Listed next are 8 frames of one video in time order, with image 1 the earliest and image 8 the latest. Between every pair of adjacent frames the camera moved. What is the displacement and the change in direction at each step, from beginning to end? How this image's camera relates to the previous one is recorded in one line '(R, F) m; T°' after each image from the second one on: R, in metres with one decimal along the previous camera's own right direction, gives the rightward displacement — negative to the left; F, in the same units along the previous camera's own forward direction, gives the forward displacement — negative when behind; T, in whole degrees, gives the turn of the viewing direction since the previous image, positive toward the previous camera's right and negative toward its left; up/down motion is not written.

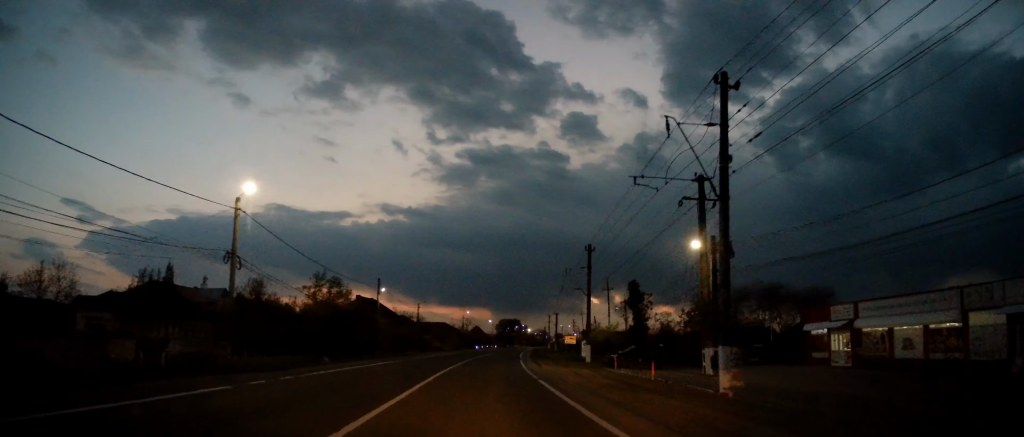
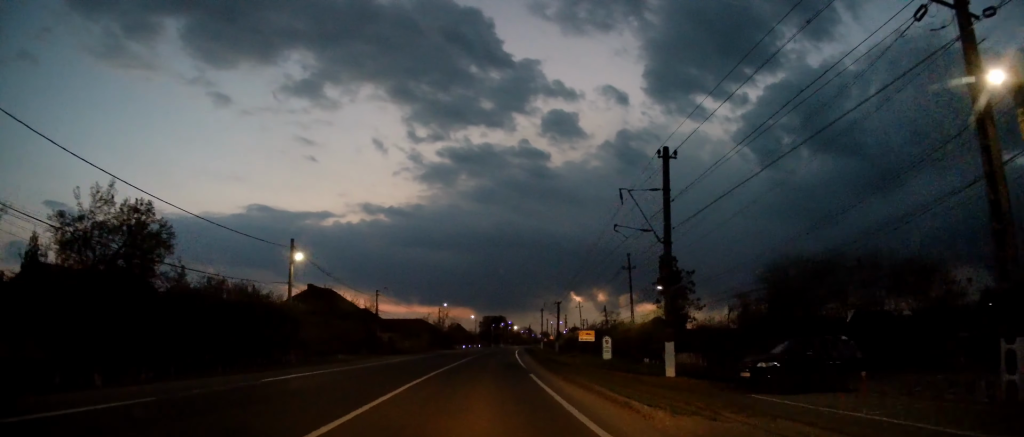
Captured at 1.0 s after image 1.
(-0.5, +22.1) m; +2°
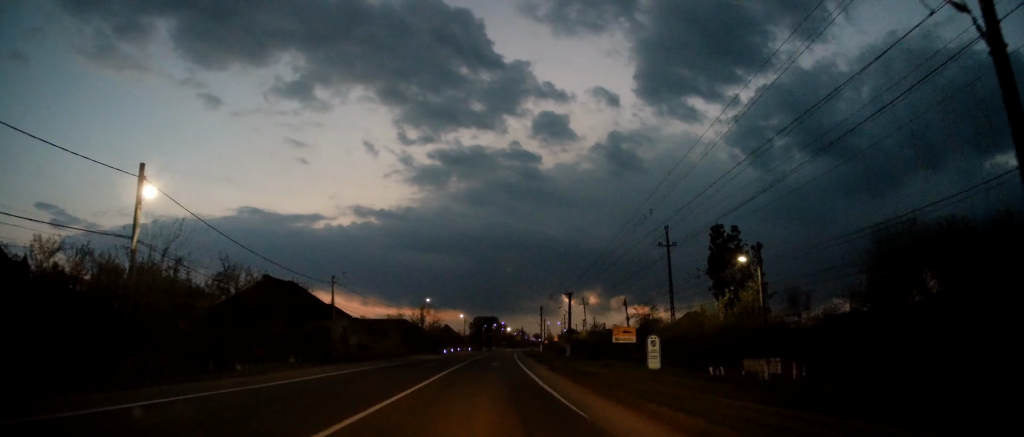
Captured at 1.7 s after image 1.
(+0.8, +16.5) m; +2°
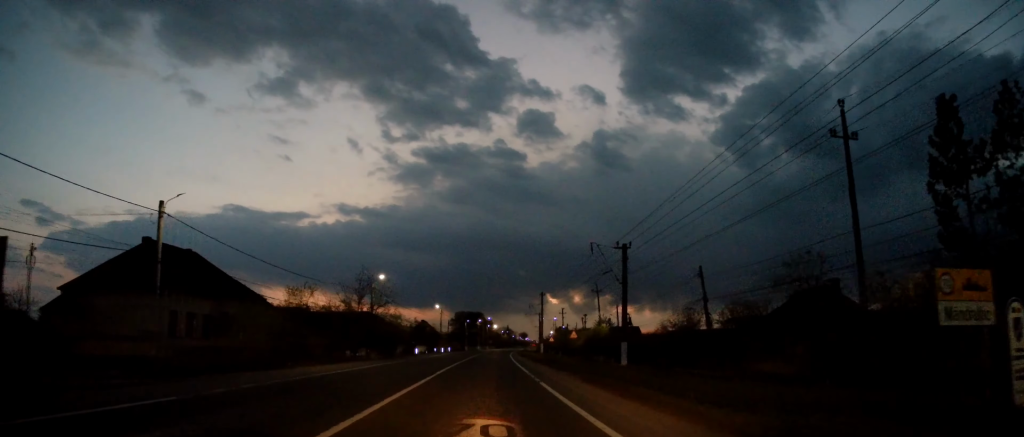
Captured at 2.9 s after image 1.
(+0.4, +27.6) m; +1°
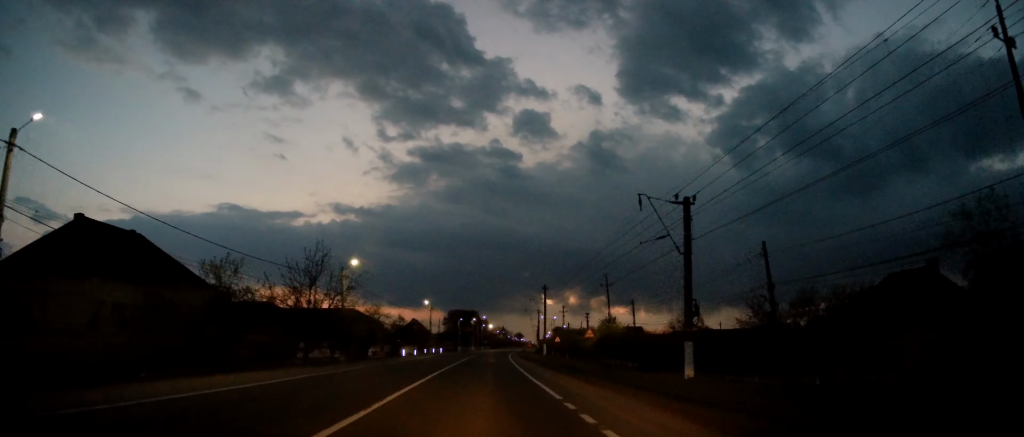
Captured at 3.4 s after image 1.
(0.0, +10.2) m; 0°
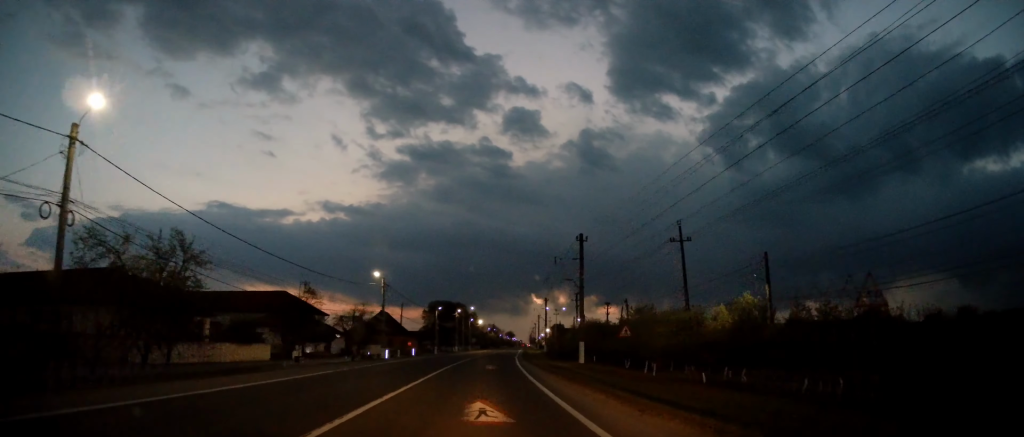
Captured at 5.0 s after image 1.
(+0.3, +33.9) m; +2°
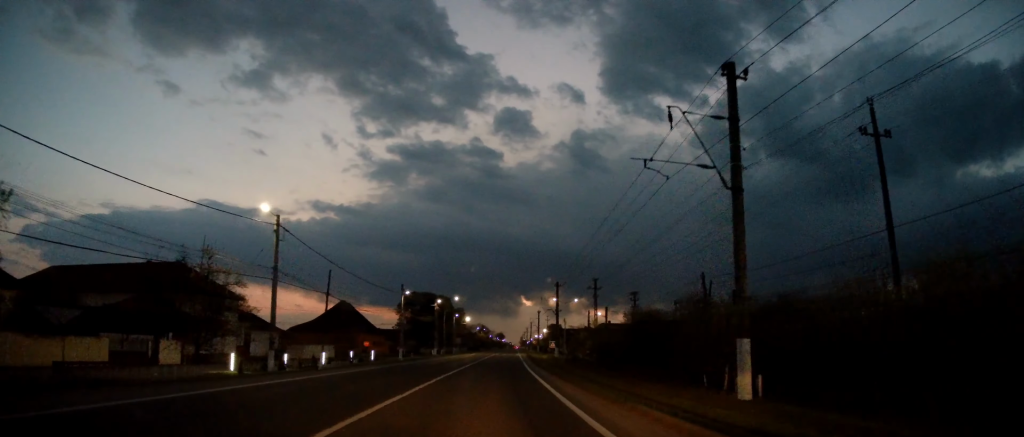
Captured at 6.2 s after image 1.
(+0.5, +25.6) m; +2°
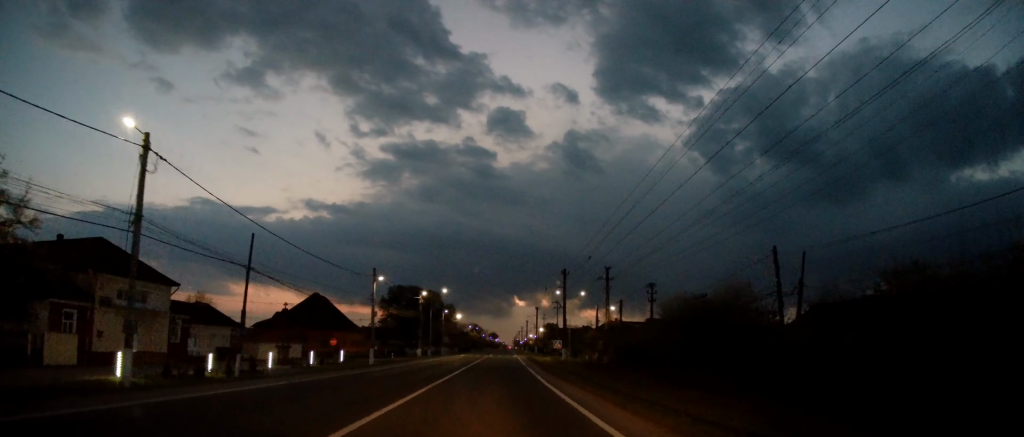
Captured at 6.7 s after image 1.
(0.0, +11.3) m; +1°
